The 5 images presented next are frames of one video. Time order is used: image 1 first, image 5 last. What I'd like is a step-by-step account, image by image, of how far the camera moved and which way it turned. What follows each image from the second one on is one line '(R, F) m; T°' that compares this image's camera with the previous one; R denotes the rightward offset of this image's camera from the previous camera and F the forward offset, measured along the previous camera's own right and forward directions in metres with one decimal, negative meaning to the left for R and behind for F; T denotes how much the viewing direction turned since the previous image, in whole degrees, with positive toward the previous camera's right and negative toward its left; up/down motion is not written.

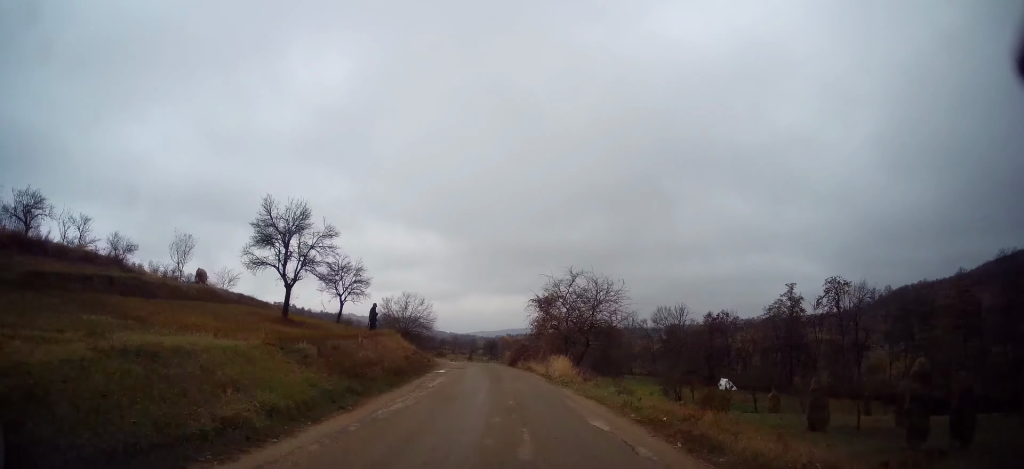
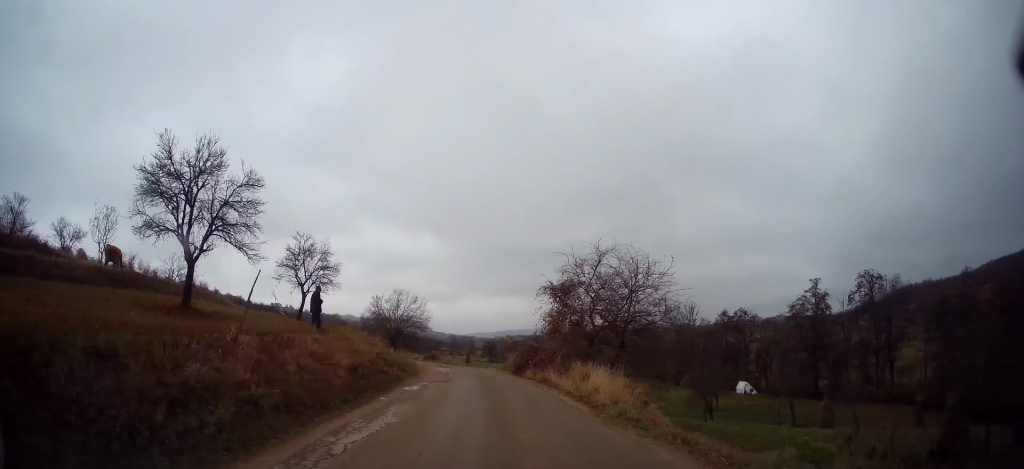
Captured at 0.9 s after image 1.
(+0.1, +8.3) m; +1°
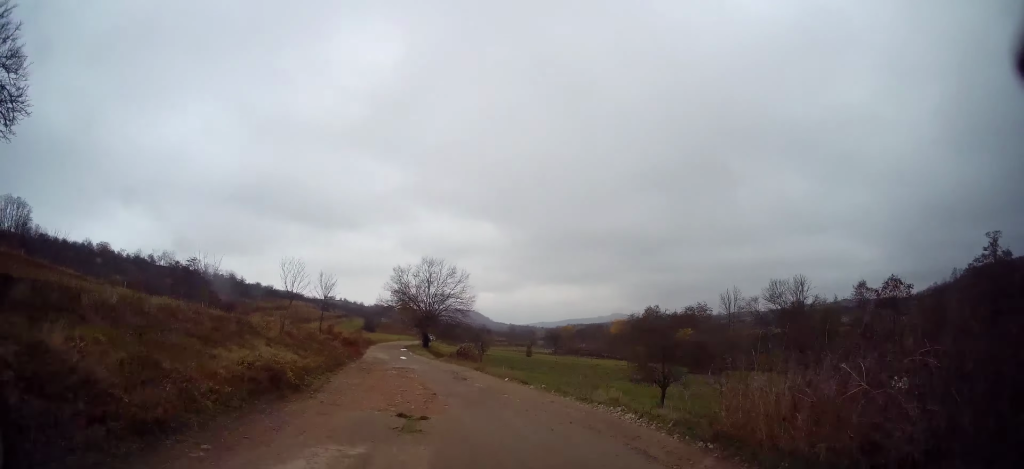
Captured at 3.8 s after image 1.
(-1.3, +28.5) m; -6°
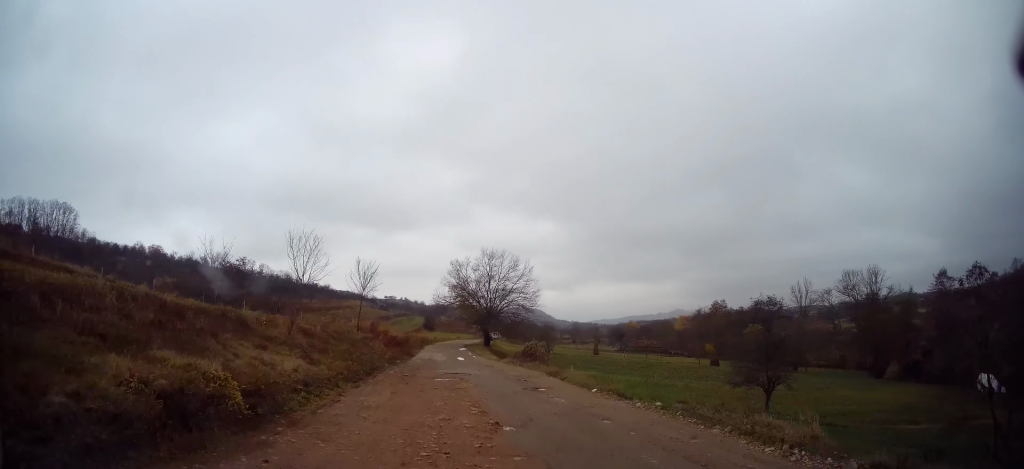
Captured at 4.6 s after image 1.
(0.0, +5.8) m; -4°
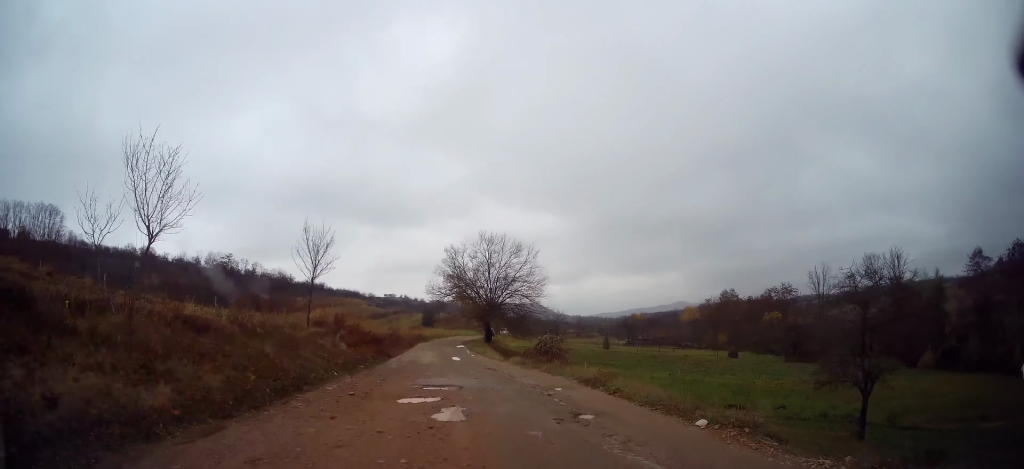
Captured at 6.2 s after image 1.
(-0.8, +9.0) m; -4°
